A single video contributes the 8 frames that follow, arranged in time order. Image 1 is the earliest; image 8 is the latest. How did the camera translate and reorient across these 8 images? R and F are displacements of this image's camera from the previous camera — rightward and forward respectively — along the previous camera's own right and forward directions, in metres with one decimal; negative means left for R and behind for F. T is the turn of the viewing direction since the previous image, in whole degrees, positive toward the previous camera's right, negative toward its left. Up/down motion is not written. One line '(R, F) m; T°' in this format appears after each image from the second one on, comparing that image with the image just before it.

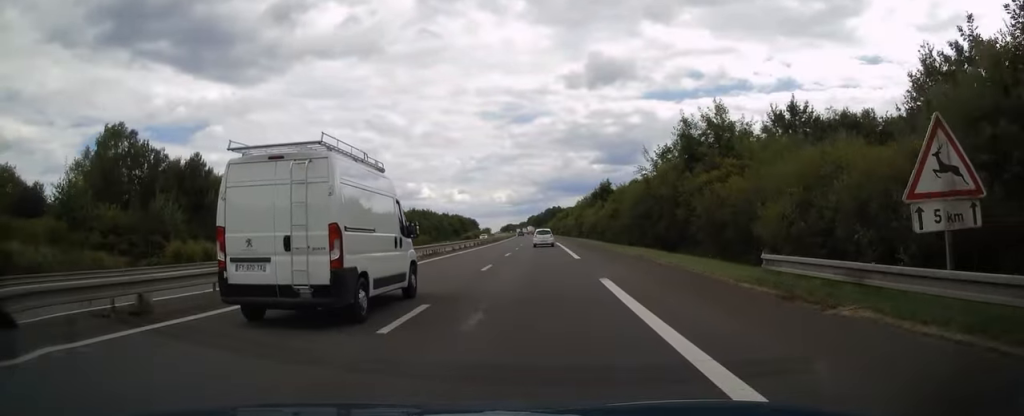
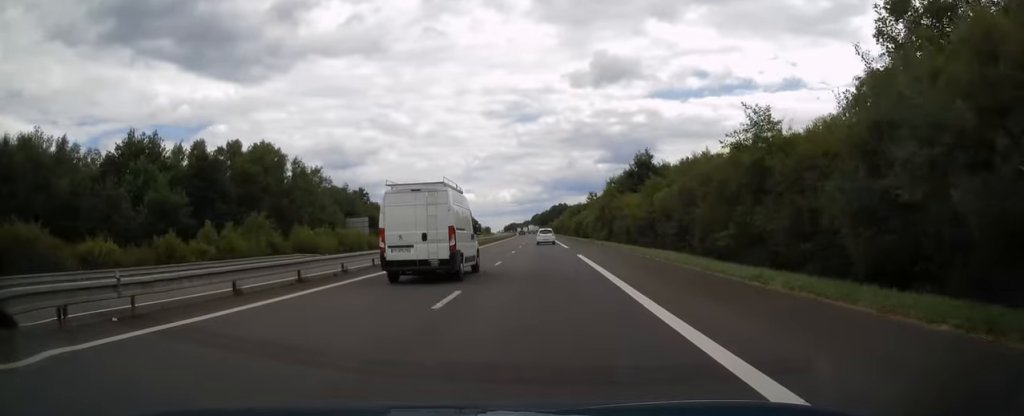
(-0.2, +36.5) m; 0°
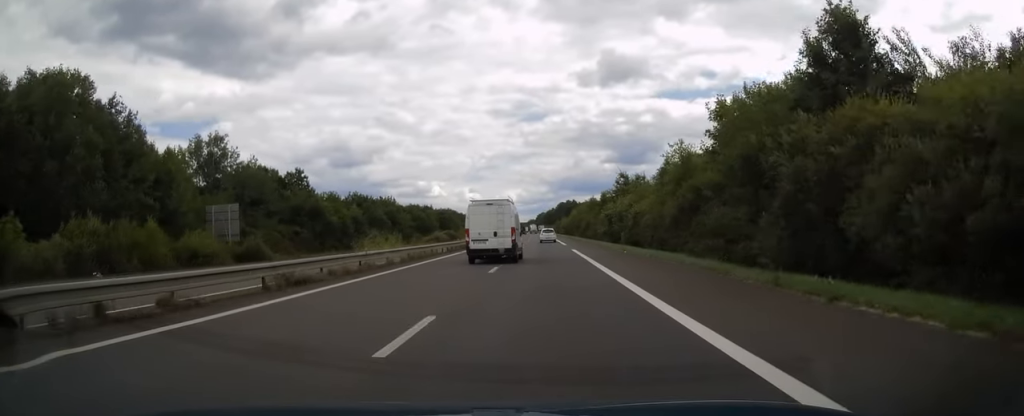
(-0.1, +43.2) m; 0°
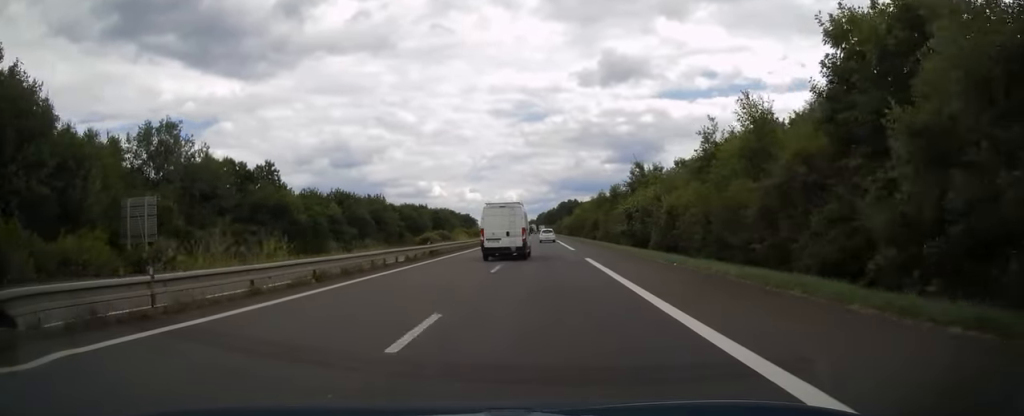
(0.0, +12.8) m; 0°
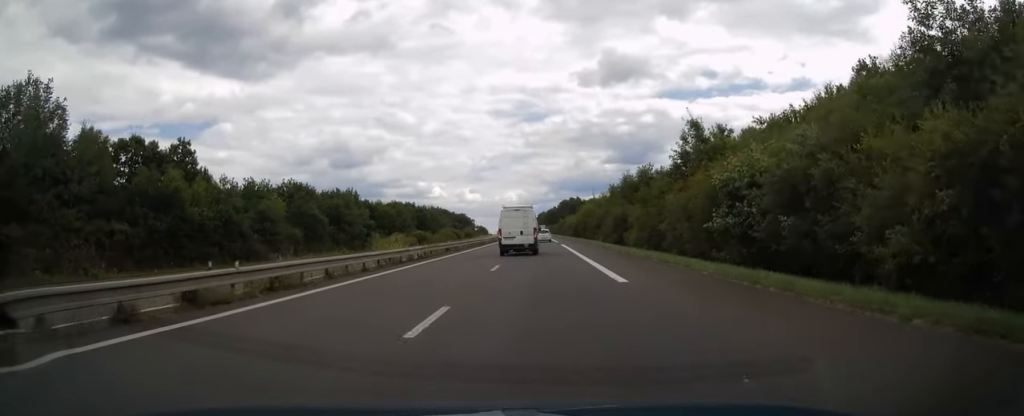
(-0.2, +25.0) m; -1°
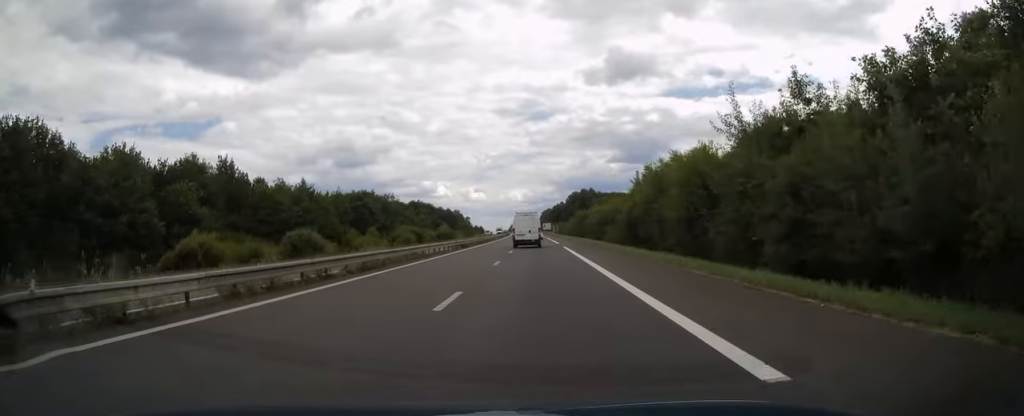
(+0.2, +61.9) m; 0°
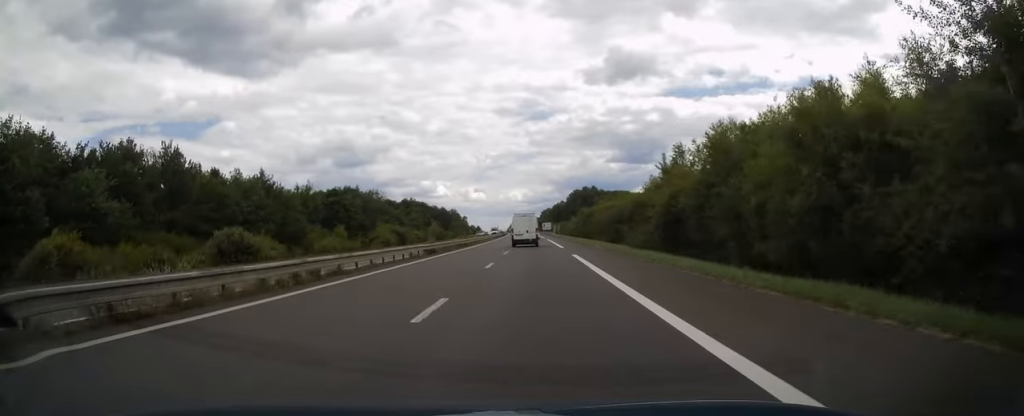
(-0.1, +14.2) m; 0°
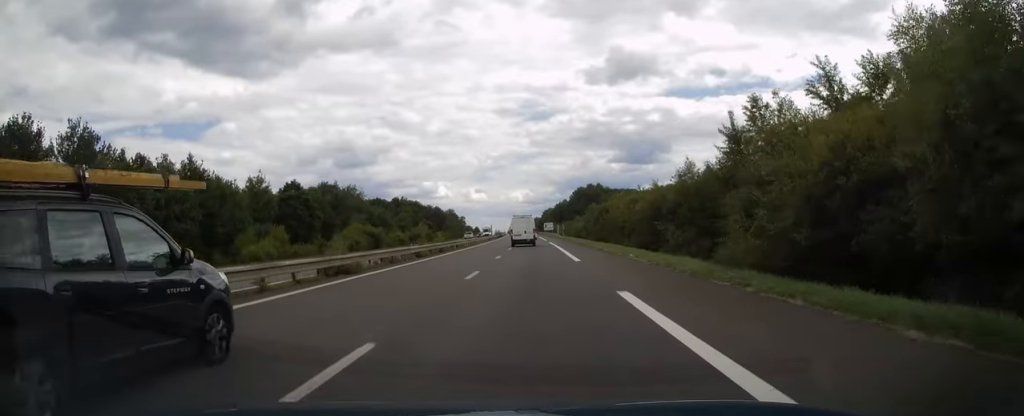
(-0.1, +17.7) m; 0°
